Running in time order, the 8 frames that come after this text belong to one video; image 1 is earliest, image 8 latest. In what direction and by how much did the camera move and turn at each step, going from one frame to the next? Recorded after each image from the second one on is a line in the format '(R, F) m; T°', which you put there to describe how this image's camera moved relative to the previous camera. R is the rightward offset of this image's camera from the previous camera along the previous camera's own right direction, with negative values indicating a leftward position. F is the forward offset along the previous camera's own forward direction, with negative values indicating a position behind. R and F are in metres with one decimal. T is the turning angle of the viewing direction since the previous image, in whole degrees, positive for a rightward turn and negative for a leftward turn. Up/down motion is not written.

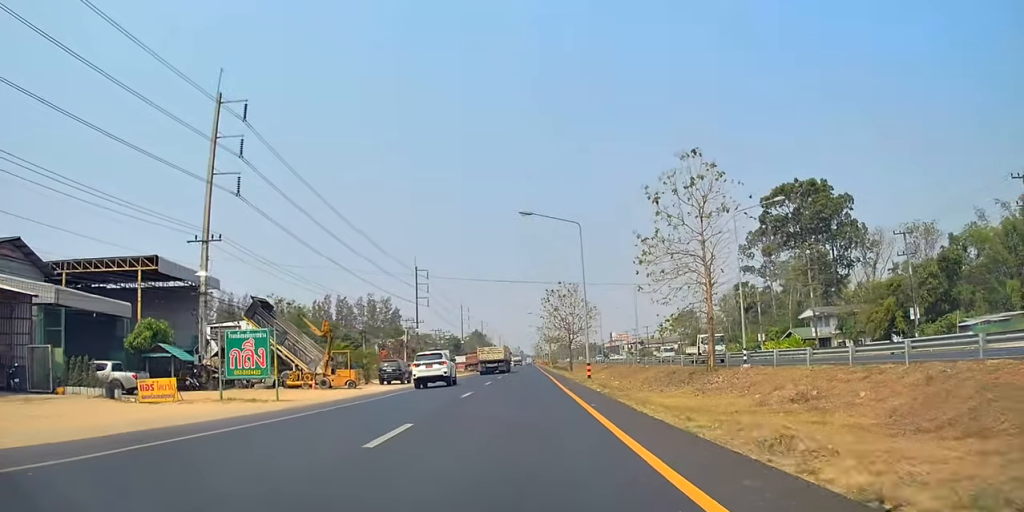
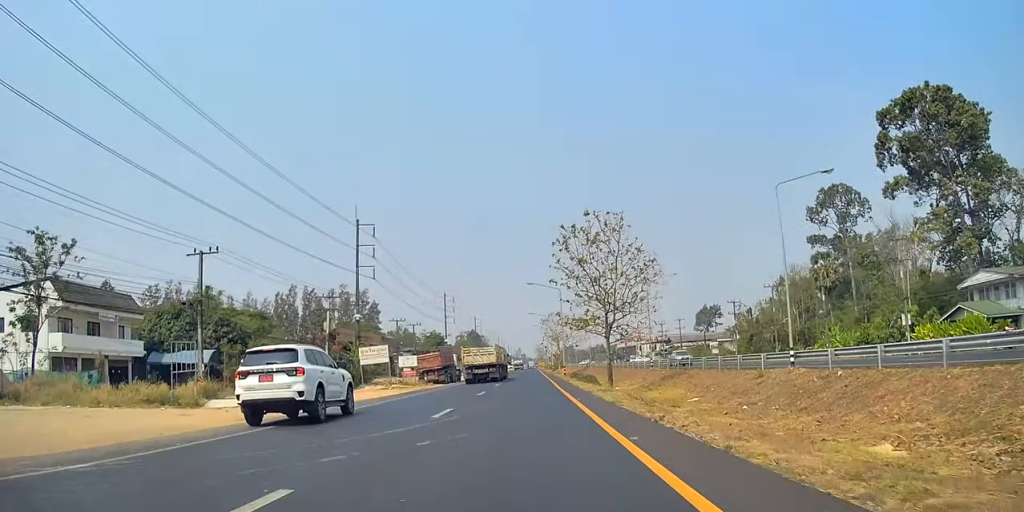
(+0.5, +41.3) m; +1°
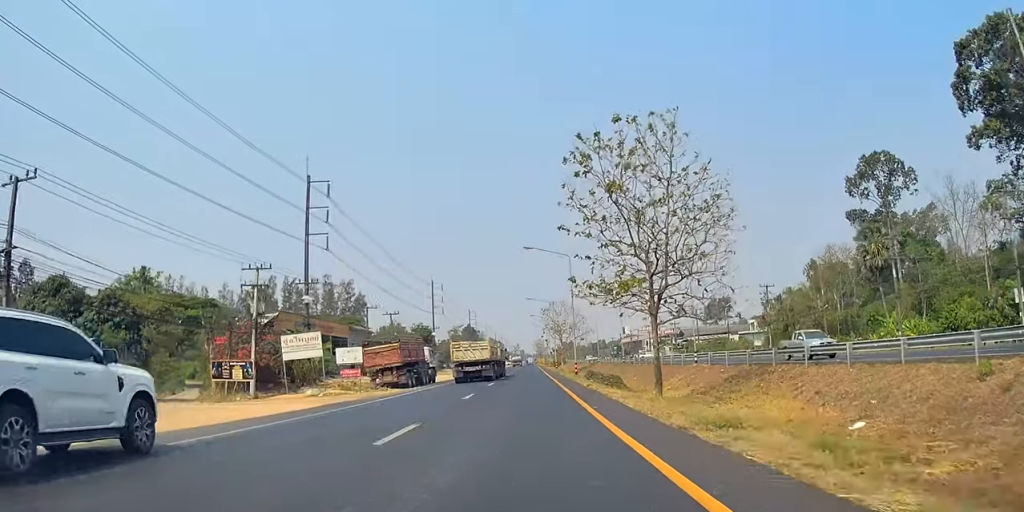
(+0.1, +17.2) m; 0°
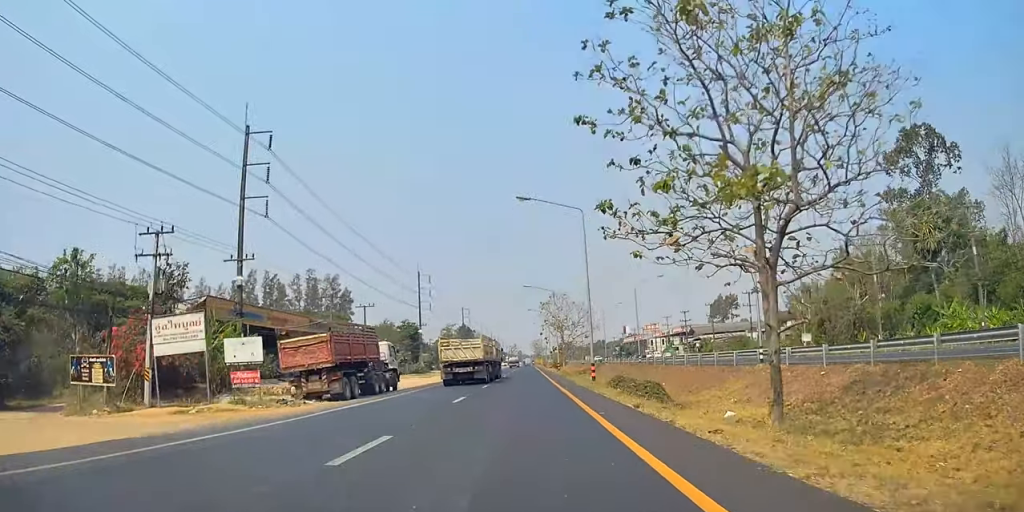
(0.0, +13.3) m; 0°
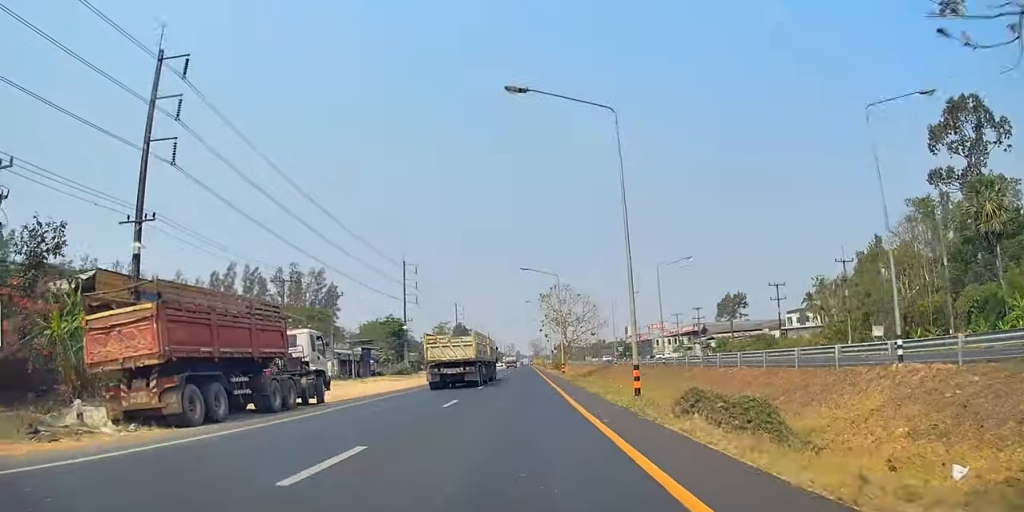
(-0.1, +13.1) m; 0°
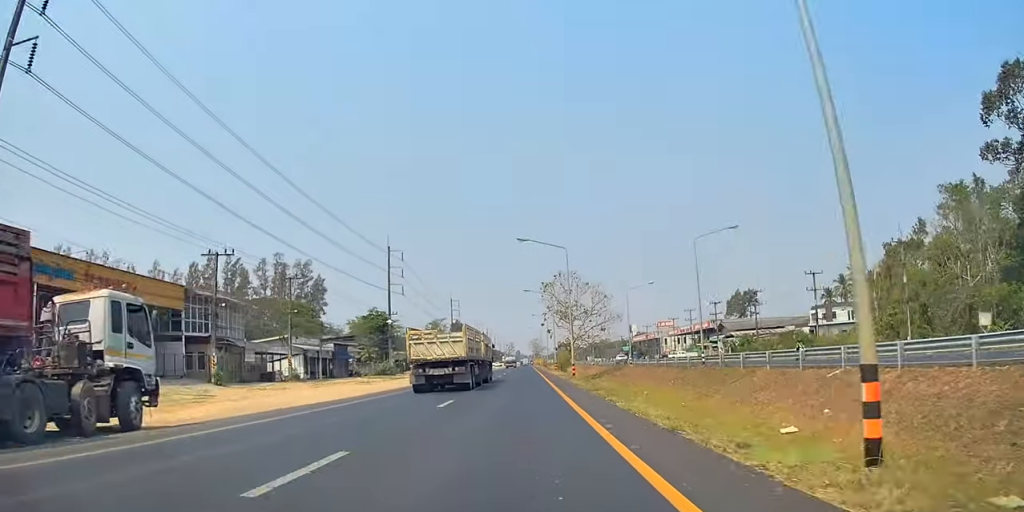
(0.0, +12.9) m; 0°
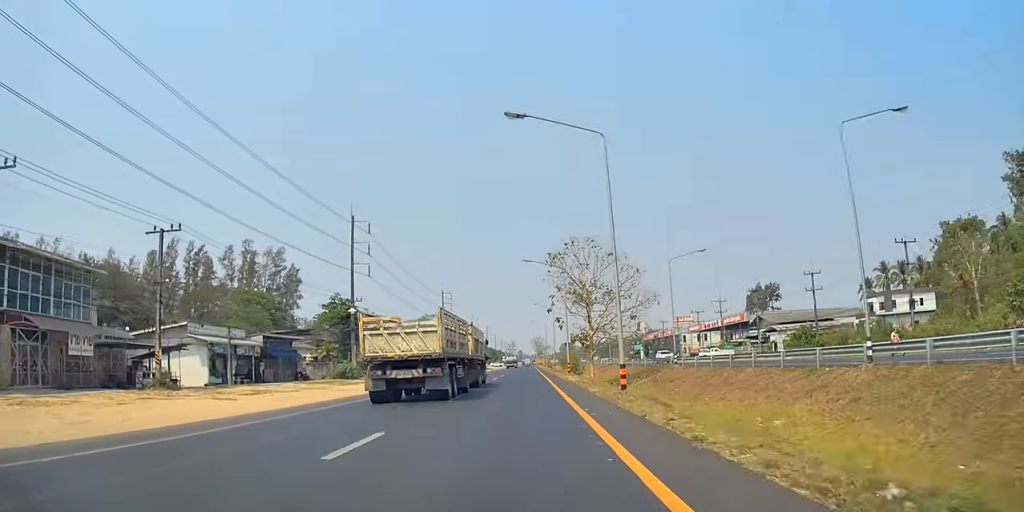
(0.0, +21.9) m; 0°
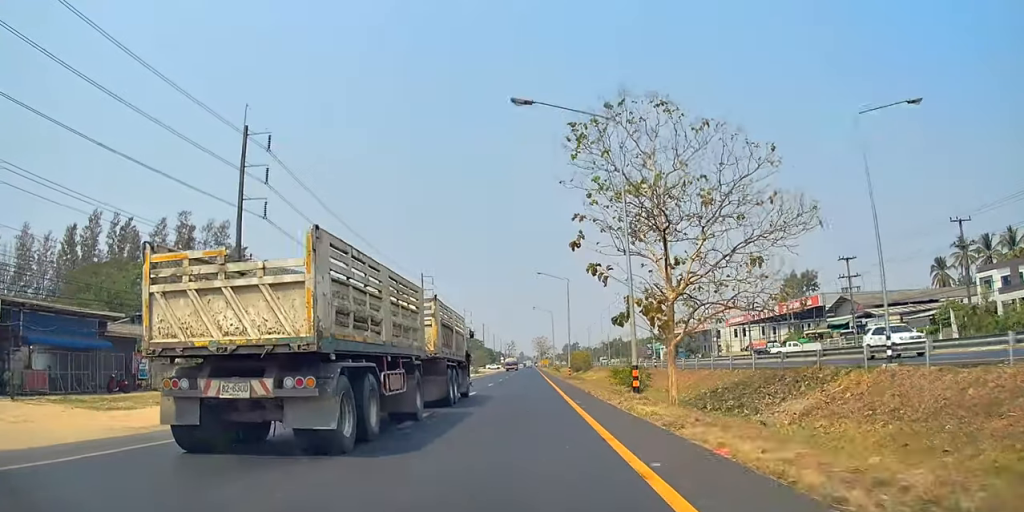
(-0.2, +31.5) m; 0°
